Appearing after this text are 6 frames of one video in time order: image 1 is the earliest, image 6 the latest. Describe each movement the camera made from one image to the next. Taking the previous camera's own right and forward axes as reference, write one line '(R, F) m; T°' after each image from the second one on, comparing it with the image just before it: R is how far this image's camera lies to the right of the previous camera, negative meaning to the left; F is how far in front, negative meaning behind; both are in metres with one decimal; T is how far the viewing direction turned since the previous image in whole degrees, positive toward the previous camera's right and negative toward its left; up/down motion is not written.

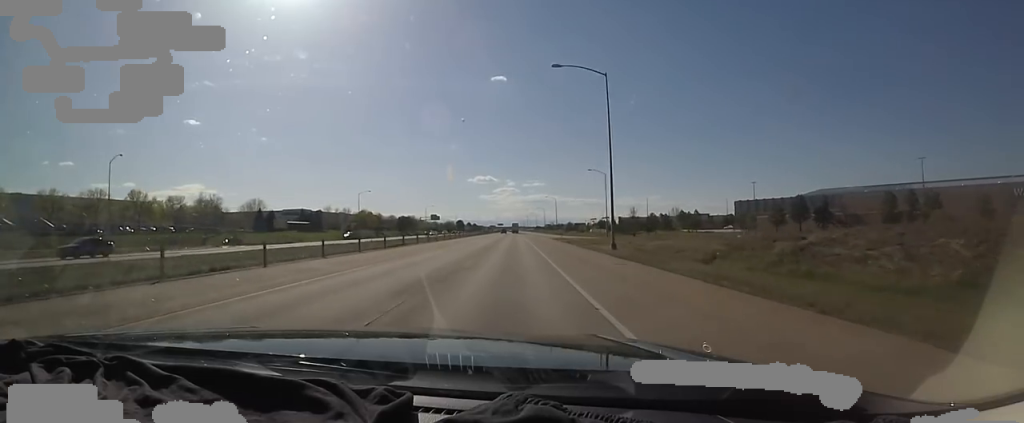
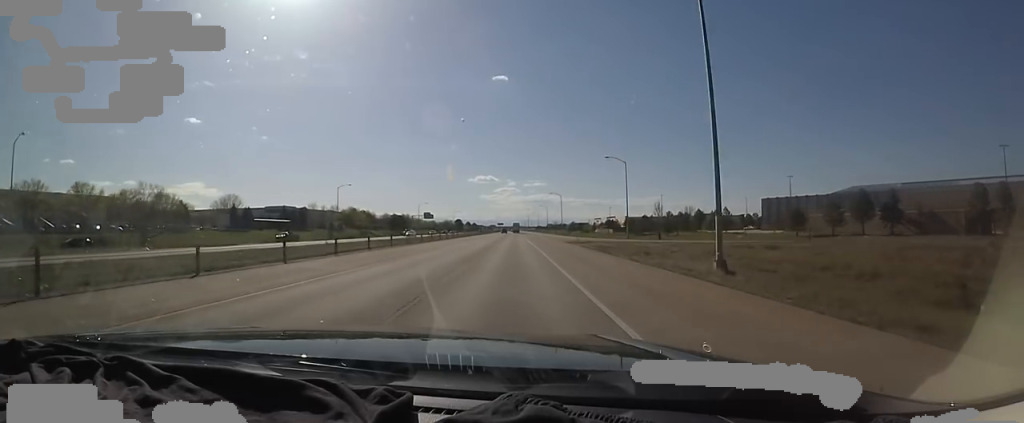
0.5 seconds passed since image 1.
(-0.1, +16.3) m; 0°
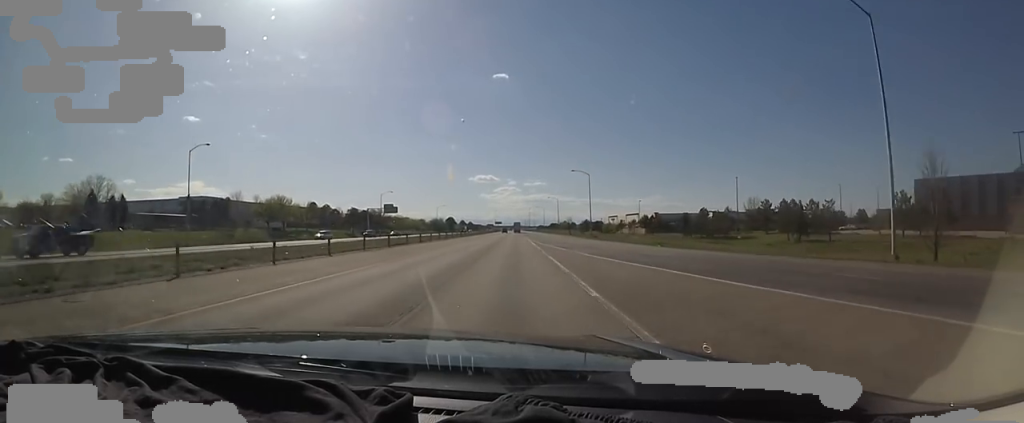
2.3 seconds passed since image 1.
(0.0, +55.8) m; 0°
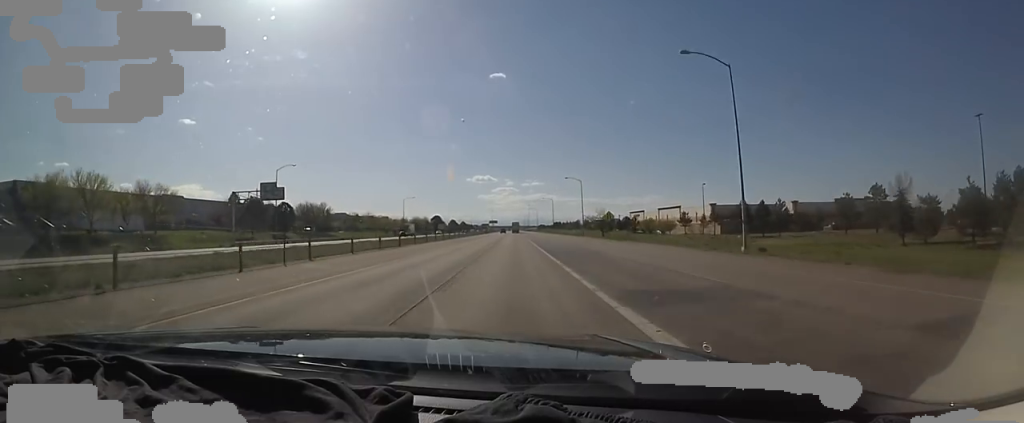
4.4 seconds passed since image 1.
(+2.7, +63.8) m; +2°
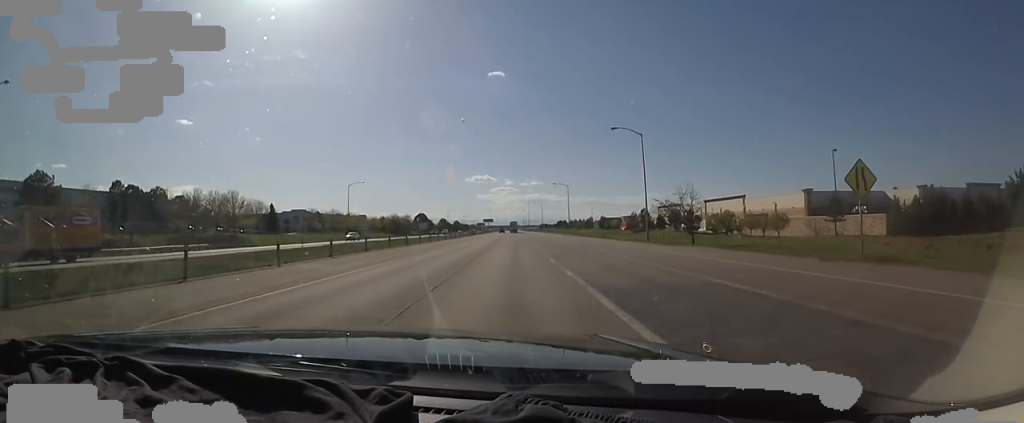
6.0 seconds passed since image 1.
(-2.3, +52.2) m; -3°
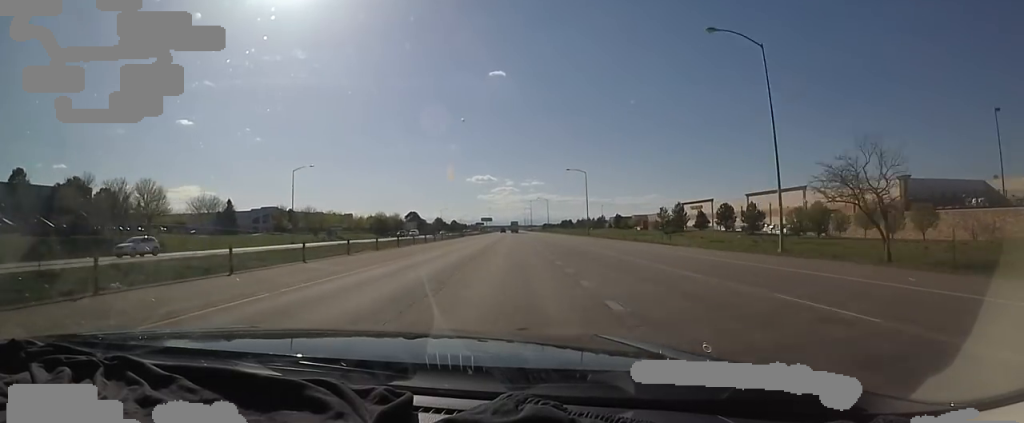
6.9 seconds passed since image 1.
(0.0, +28.0) m; 0°
